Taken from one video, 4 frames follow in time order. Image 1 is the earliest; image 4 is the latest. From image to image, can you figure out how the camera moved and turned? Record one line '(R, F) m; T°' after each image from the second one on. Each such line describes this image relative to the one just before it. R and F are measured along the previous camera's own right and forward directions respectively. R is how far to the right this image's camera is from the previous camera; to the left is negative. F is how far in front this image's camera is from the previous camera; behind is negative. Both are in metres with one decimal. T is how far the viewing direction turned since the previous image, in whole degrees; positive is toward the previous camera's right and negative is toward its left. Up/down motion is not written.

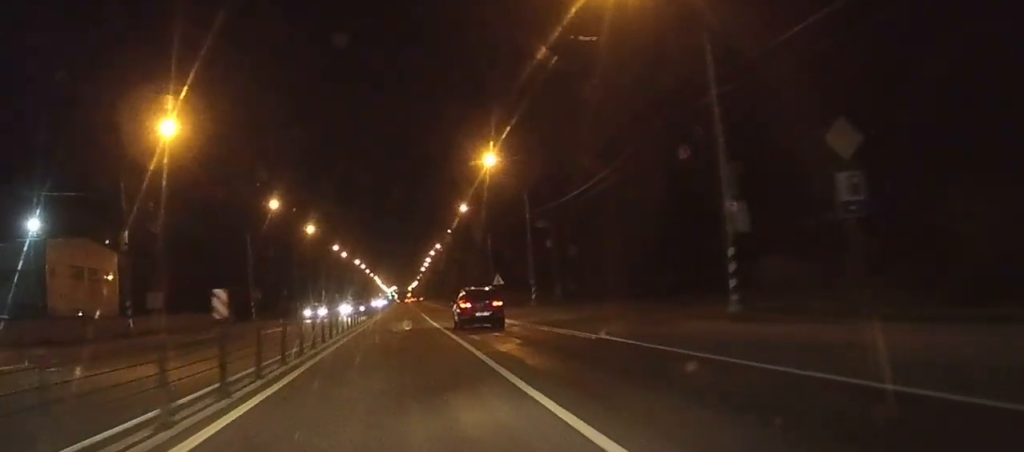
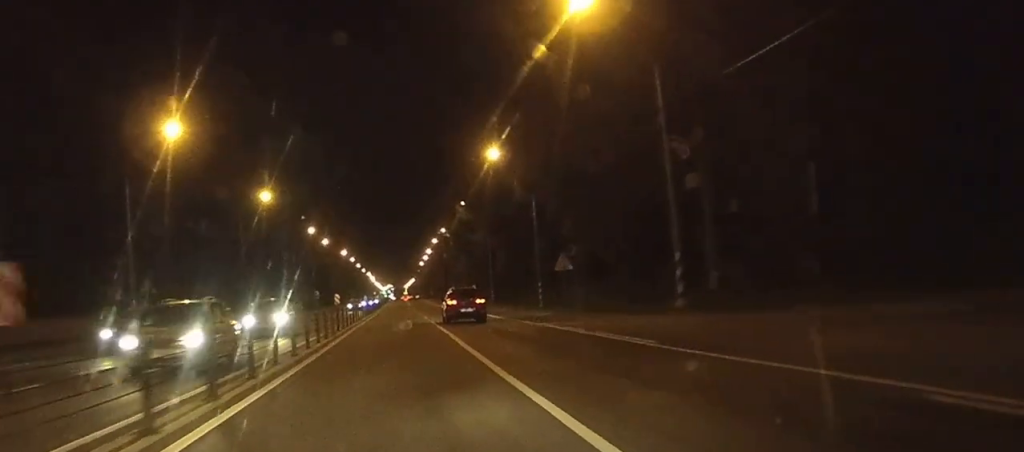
(+0.1, +36.2) m; 0°
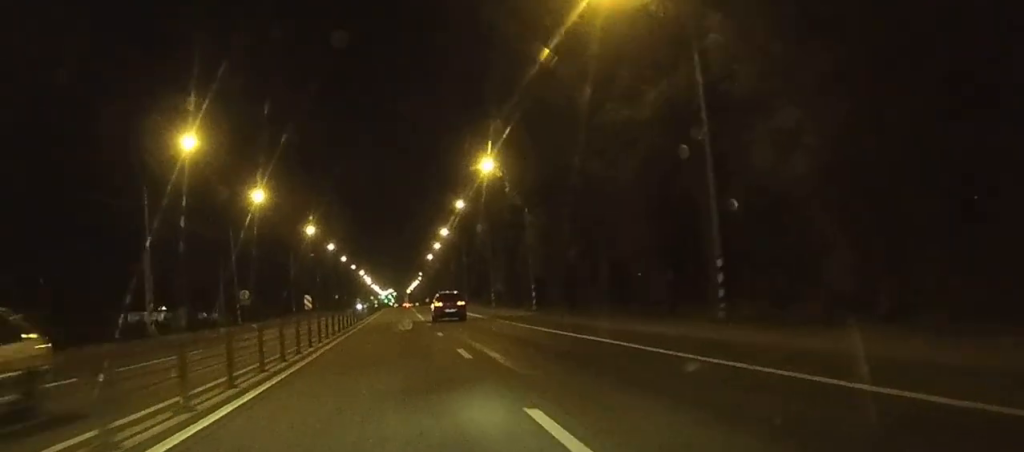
(-0.6, +69.6) m; -1°
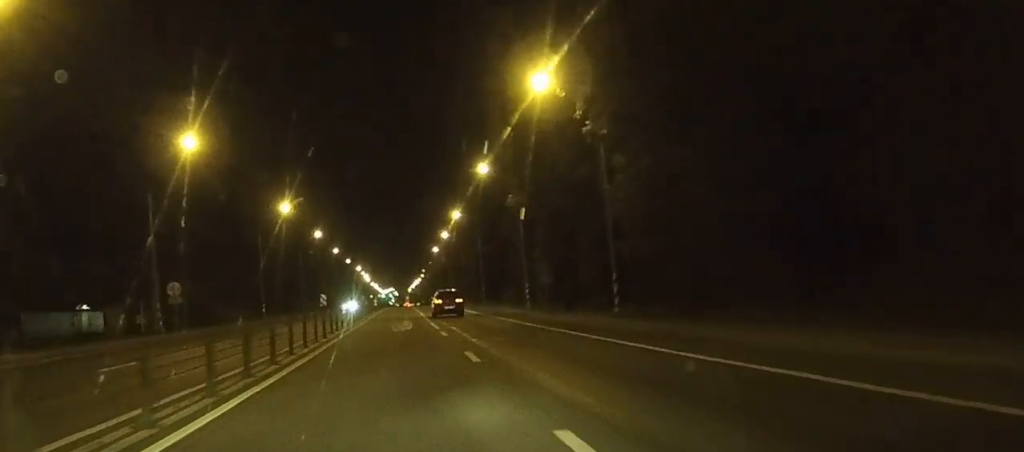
(+0.1, +25.5) m; 0°
